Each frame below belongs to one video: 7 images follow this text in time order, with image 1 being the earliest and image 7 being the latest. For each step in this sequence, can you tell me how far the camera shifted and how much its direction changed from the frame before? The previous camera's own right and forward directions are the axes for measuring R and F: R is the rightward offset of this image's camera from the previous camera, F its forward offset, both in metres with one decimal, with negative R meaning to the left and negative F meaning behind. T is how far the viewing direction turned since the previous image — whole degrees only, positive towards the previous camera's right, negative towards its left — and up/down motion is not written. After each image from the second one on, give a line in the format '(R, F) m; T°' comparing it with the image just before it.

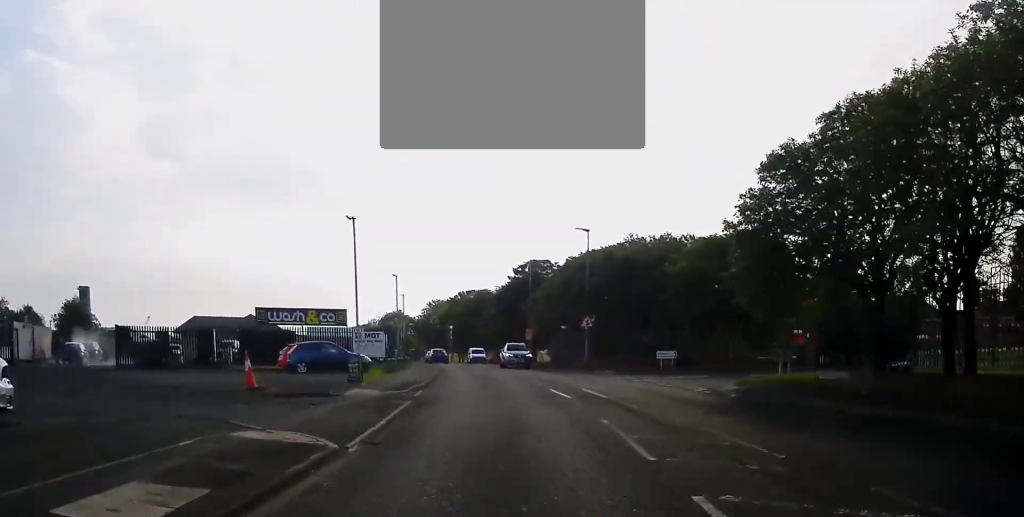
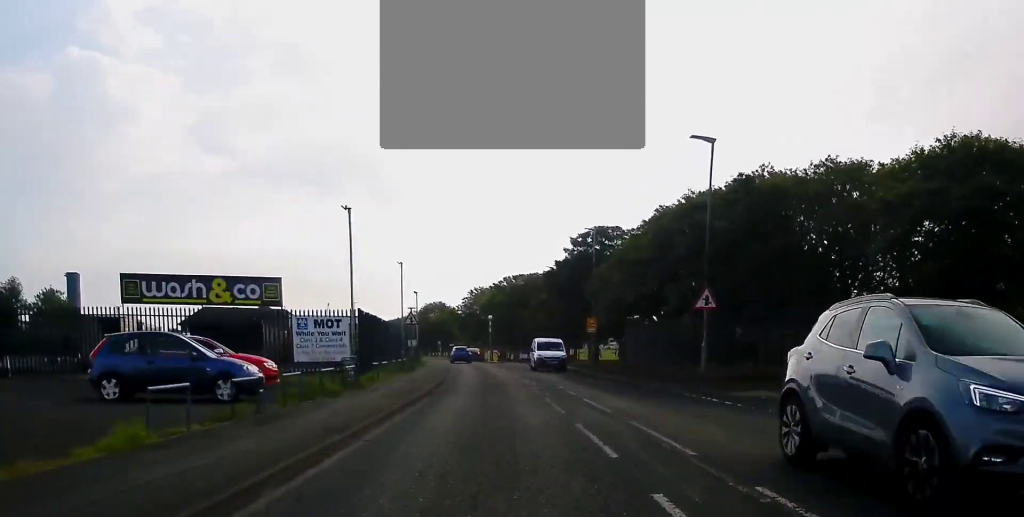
(-0.9, +20.8) m; -5°
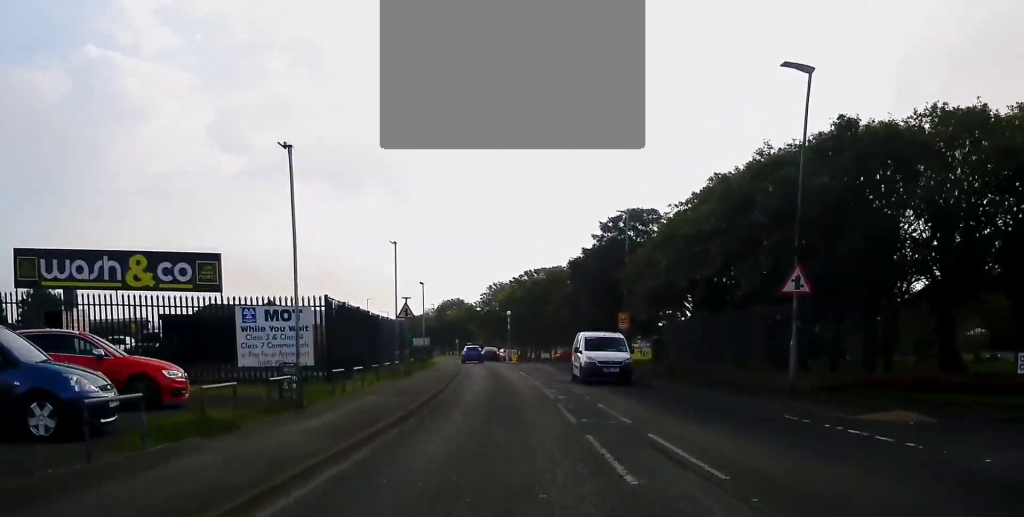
(-0.3, +7.4) m; -2°
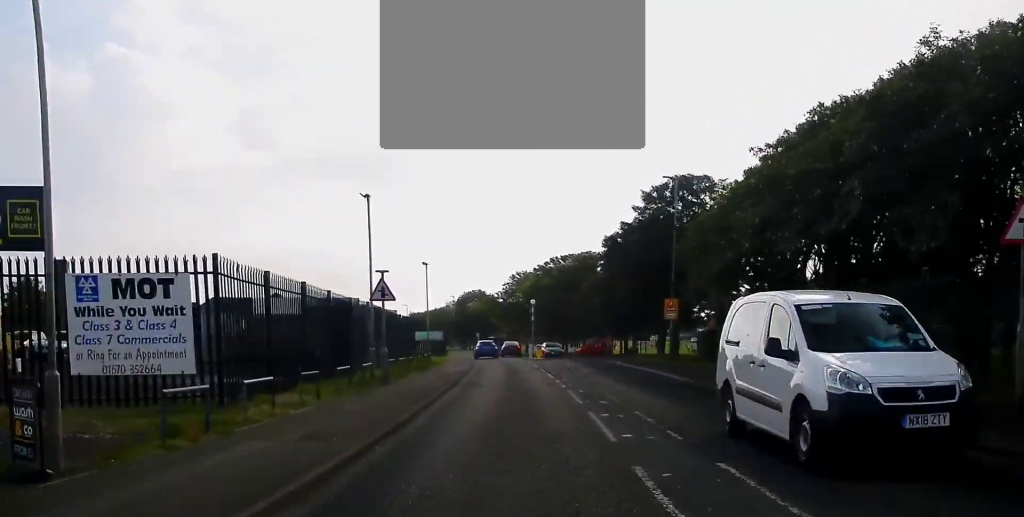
(-0.2, +8.9) m; -2°
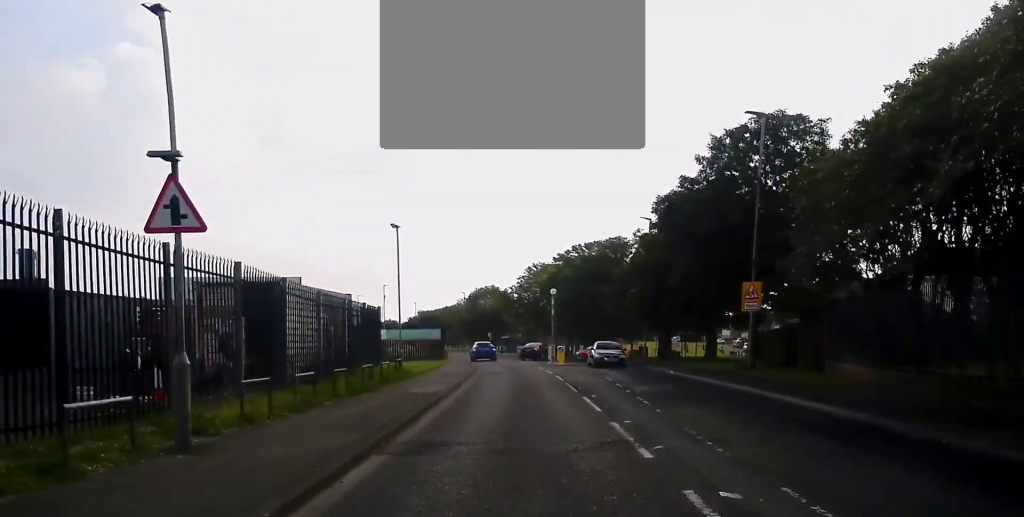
(-0.2, +13.0) m; -2°
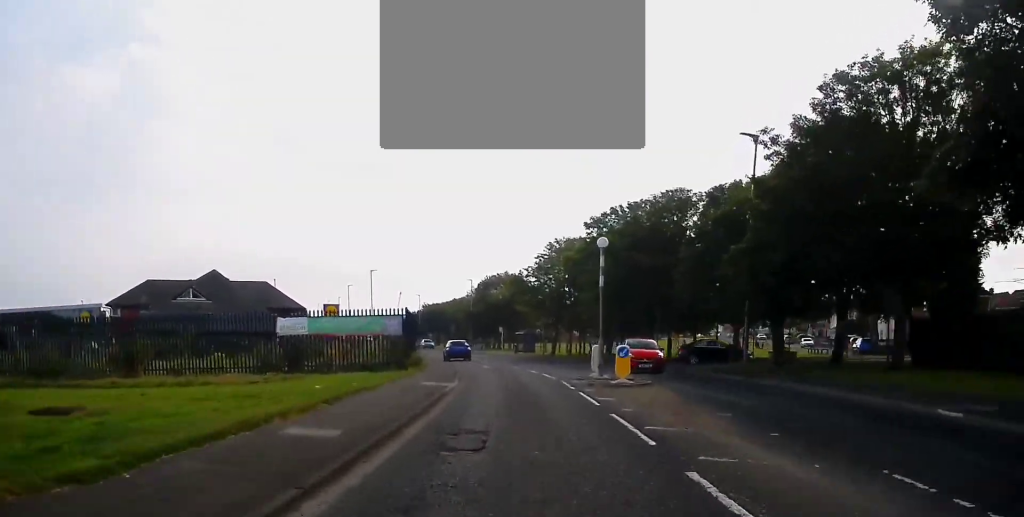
(+0.3, +22.7) m; +2°
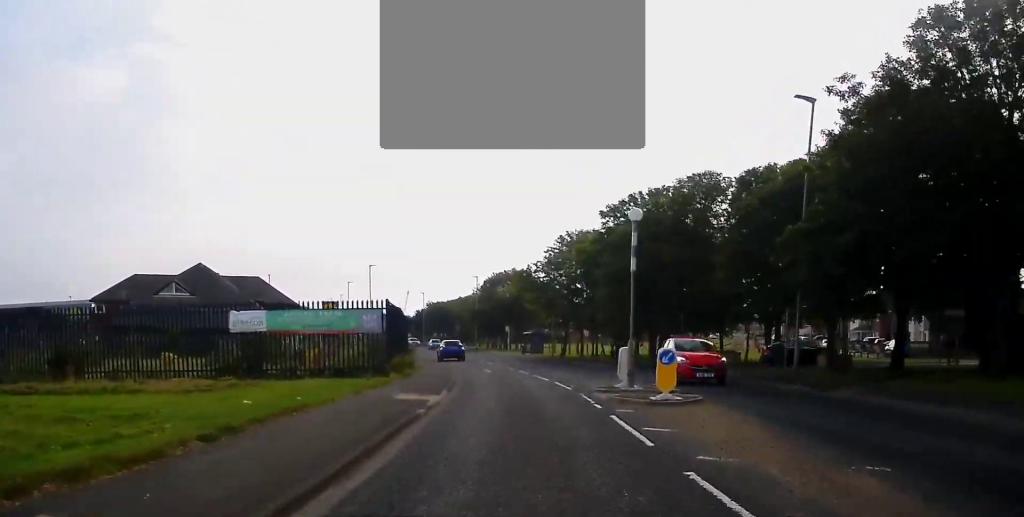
(+0.1, +5.8) m; -1°
